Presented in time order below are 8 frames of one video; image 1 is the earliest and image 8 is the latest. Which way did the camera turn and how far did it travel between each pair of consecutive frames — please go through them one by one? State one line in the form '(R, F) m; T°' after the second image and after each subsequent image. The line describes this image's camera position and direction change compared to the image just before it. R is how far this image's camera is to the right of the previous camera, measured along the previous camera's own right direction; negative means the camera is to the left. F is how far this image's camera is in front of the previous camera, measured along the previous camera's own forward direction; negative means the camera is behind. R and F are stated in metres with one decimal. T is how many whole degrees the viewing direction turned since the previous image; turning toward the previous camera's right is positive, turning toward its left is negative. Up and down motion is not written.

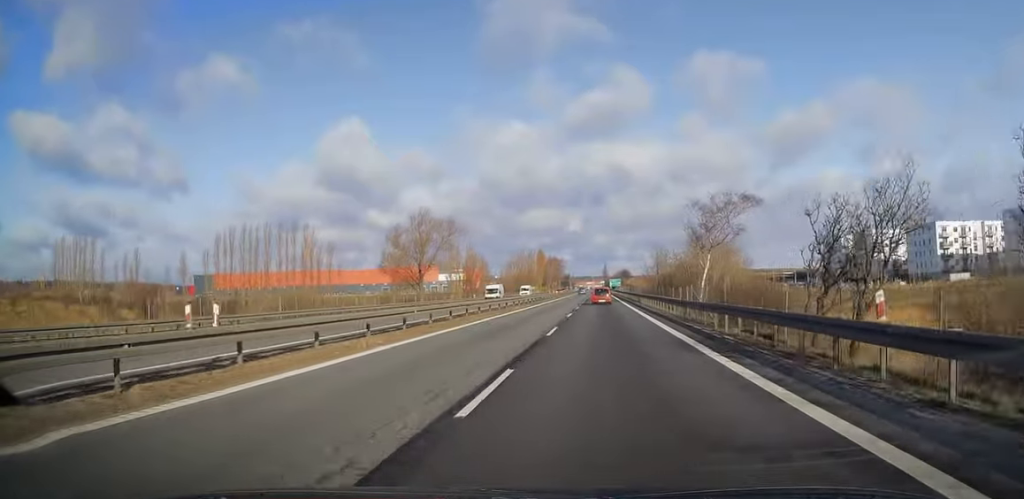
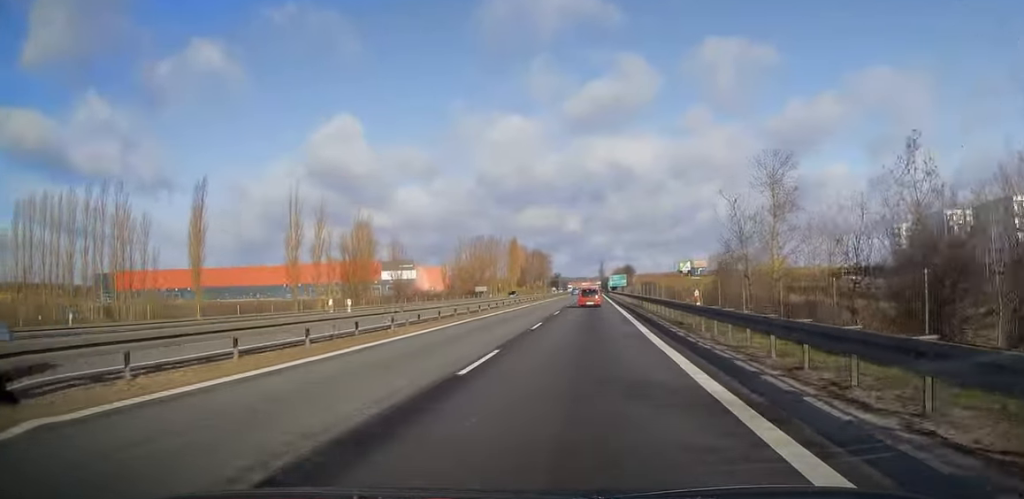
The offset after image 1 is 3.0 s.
(-0.3, +82.6) m; -1°
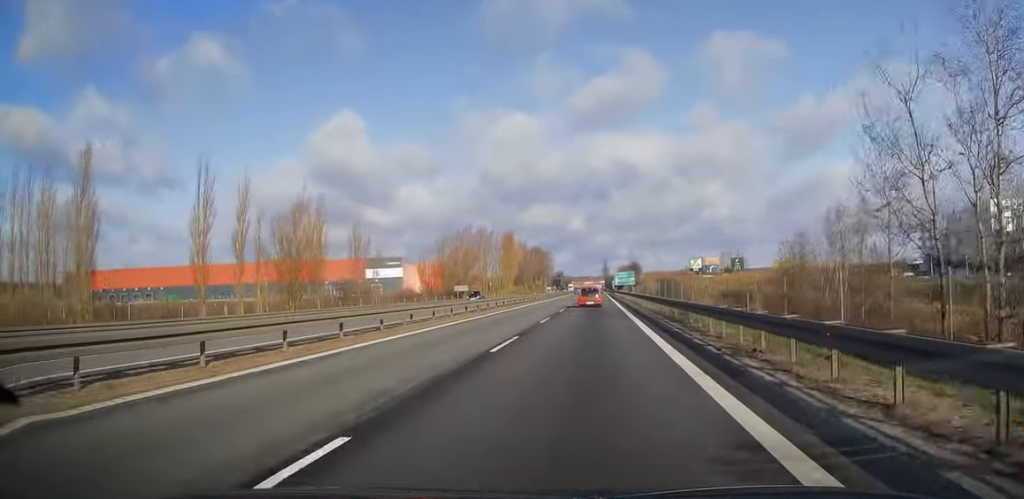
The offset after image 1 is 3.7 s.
(0.0, +21.3) m; 0°
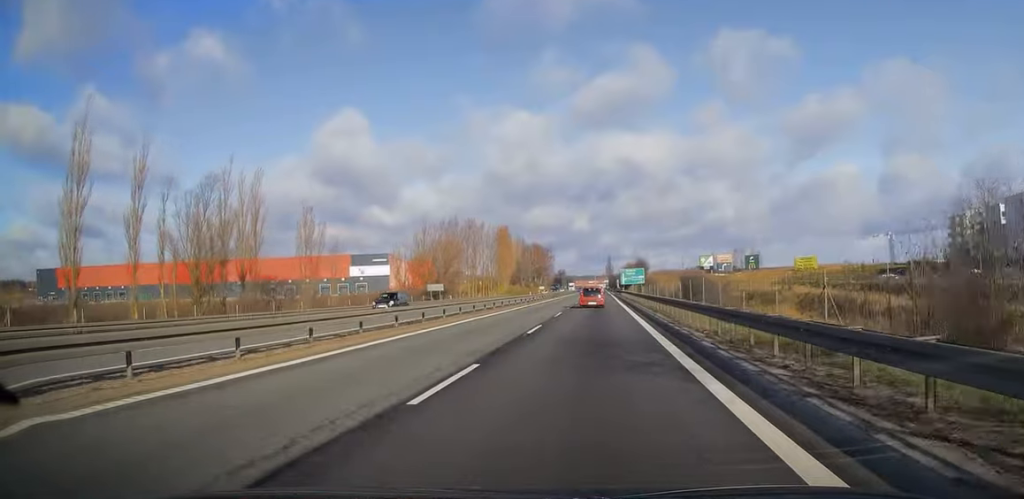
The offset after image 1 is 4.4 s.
(+0.1, +18.6) m; 0°
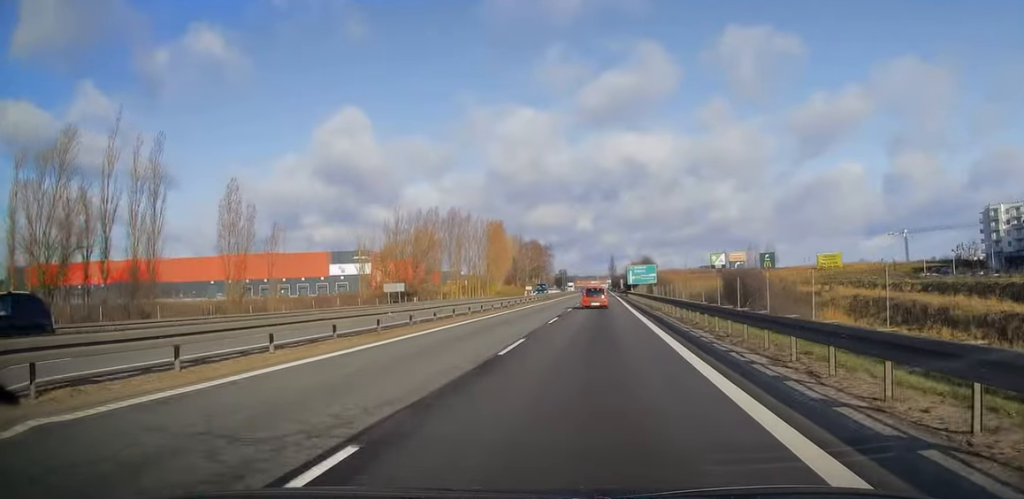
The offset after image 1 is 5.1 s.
(0.0, +18.6) m; -1°
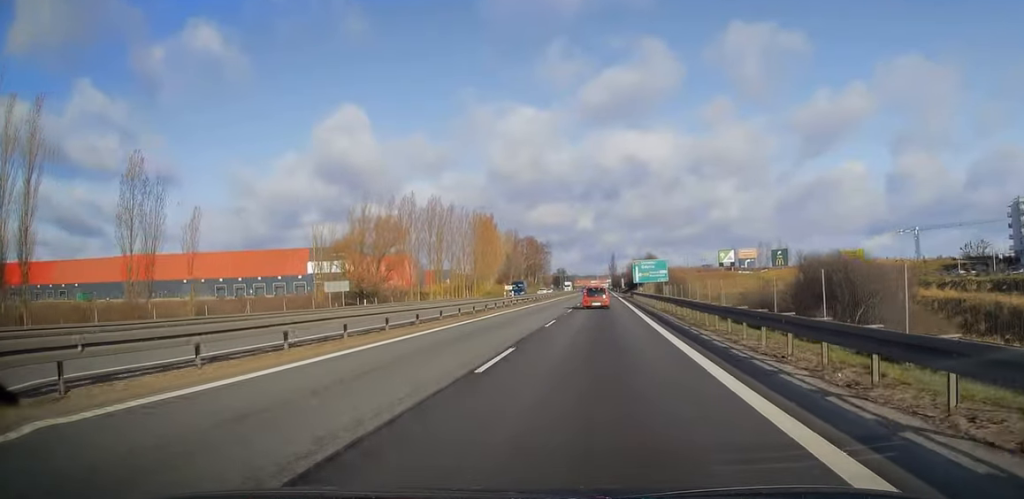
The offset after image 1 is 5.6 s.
(0.0, +15.4) m; 0°
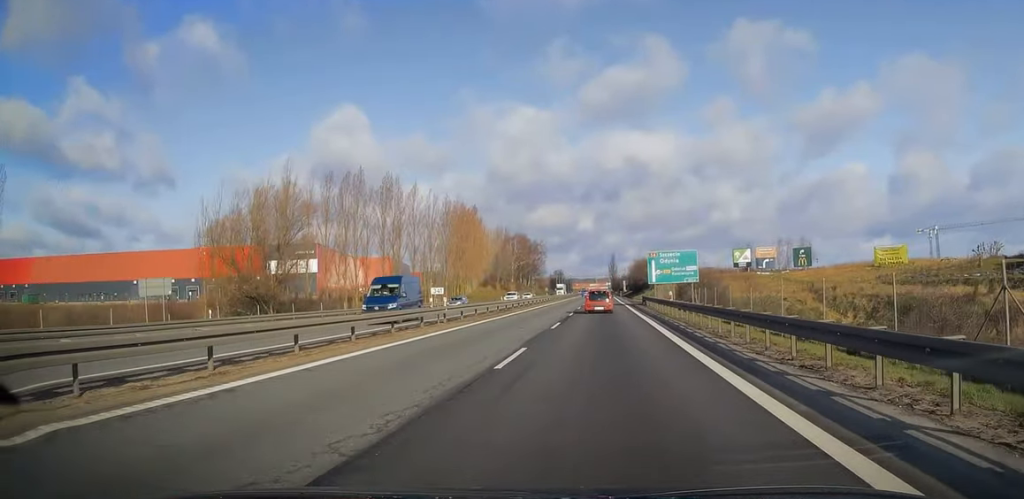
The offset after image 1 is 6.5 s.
(-0.3, +23.7) m; 0°
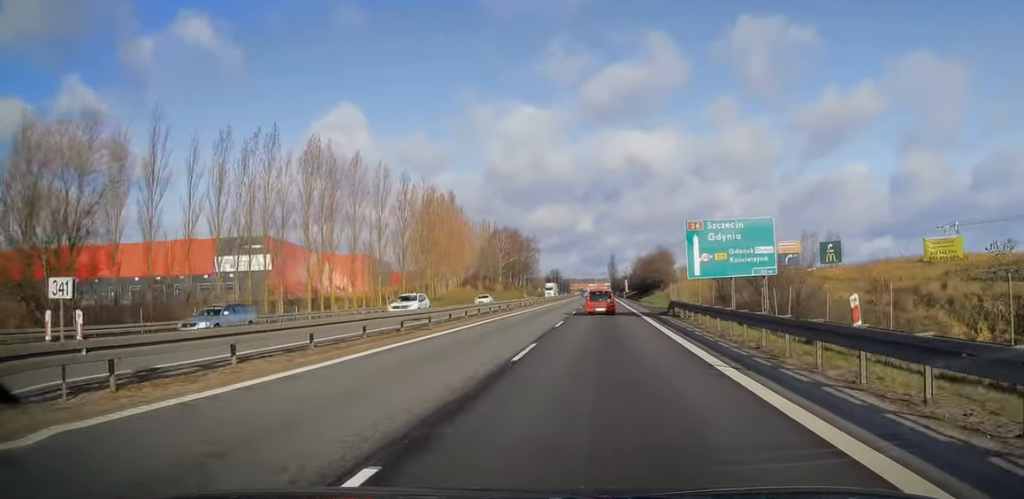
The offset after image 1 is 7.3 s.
(+0.2, +22.9) m; +1°
